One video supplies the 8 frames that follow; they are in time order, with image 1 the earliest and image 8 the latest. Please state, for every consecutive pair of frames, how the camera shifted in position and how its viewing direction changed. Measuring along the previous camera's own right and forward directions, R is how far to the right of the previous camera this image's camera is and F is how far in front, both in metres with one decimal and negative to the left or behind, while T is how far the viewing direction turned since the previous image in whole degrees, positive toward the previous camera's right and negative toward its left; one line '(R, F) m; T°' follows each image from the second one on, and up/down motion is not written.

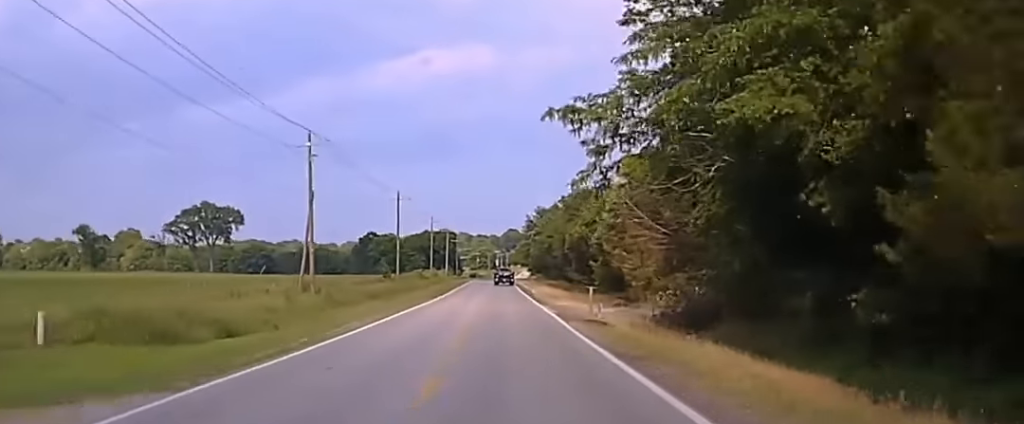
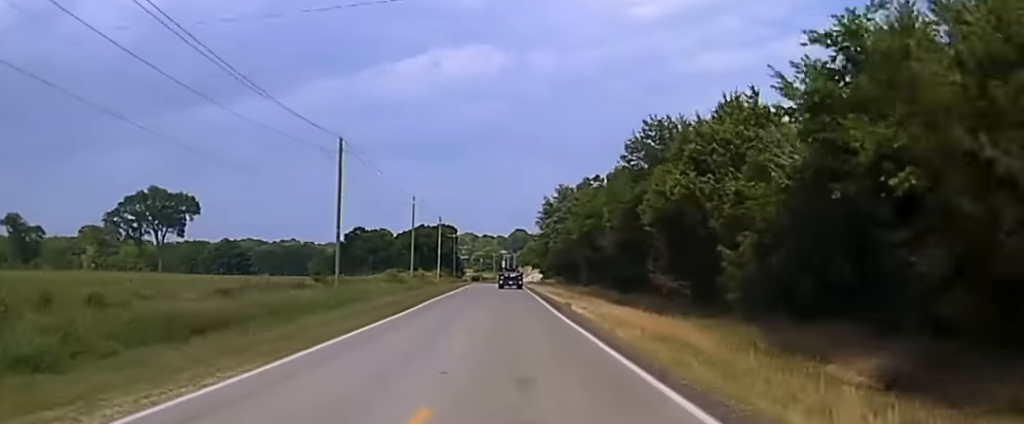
(-0.1, +46.8) m; 0°
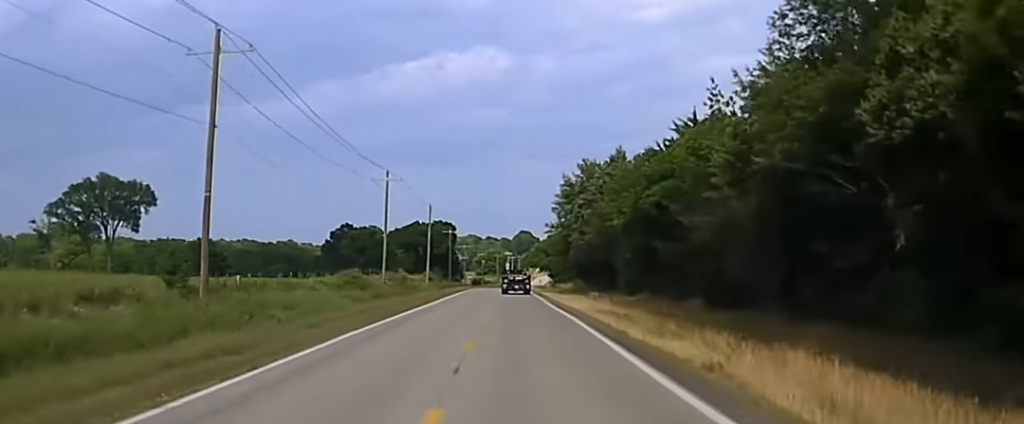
(-0.1, +32.4) m; 0°
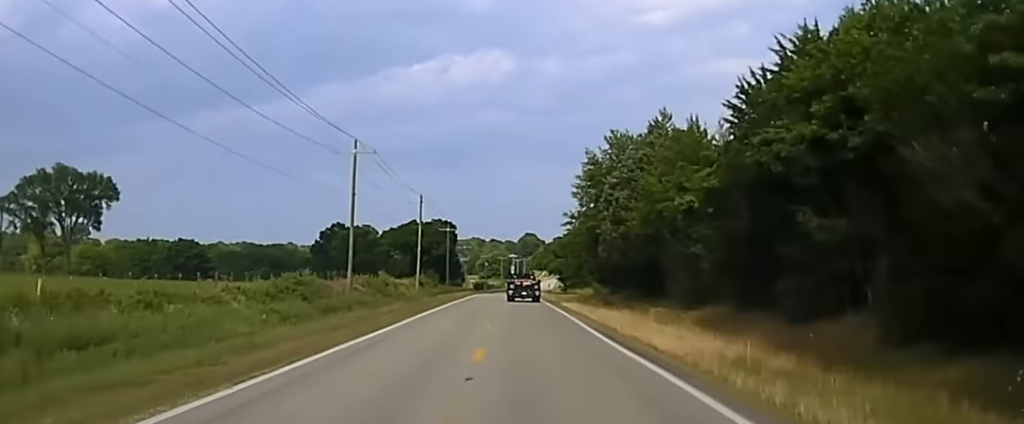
(0.0, +22.9) m; 0°
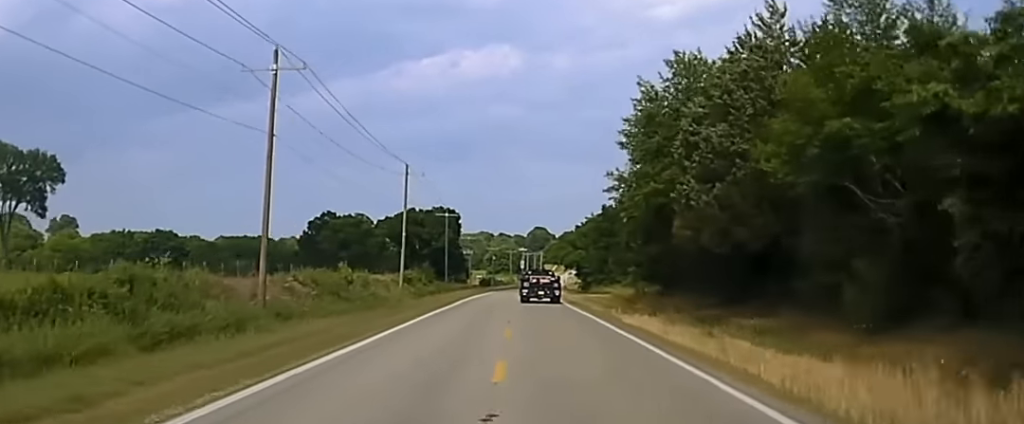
(0.0, +26.6) m; 0°
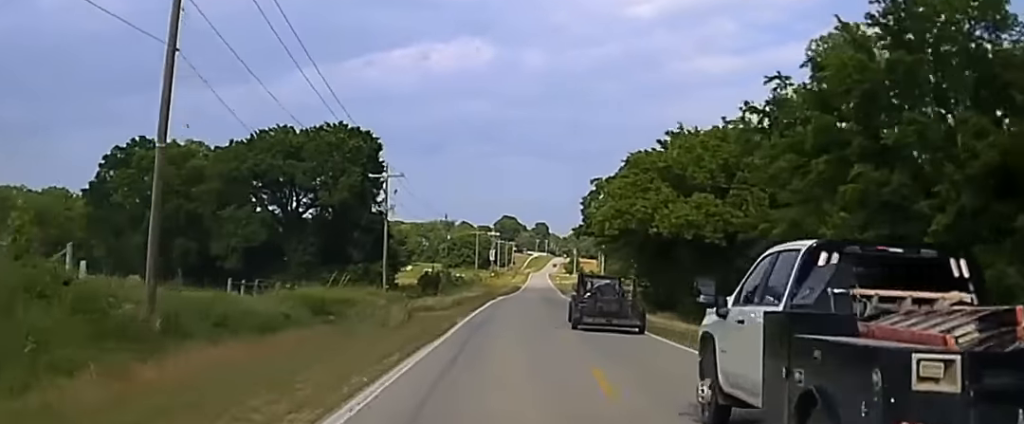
(-0.5, +115.0) m; +1°
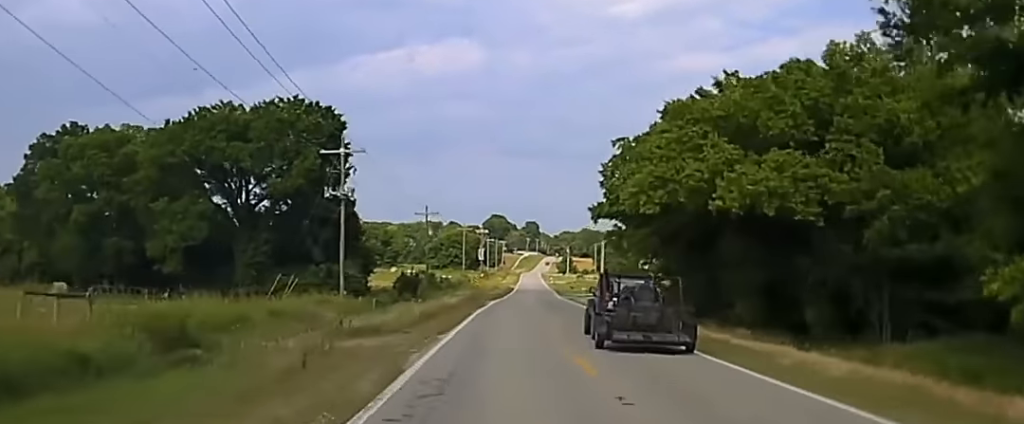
(+0.1, +19.4) m; +1°
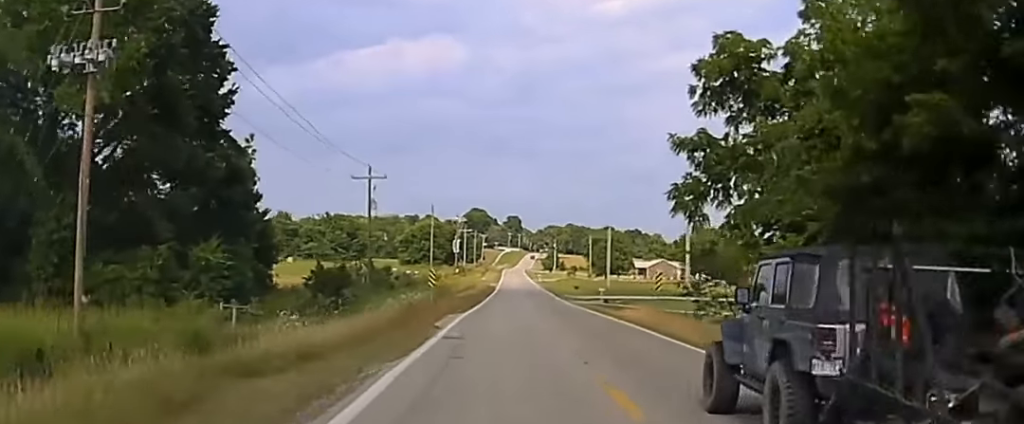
(+0.7, +39.1) m; +2°
